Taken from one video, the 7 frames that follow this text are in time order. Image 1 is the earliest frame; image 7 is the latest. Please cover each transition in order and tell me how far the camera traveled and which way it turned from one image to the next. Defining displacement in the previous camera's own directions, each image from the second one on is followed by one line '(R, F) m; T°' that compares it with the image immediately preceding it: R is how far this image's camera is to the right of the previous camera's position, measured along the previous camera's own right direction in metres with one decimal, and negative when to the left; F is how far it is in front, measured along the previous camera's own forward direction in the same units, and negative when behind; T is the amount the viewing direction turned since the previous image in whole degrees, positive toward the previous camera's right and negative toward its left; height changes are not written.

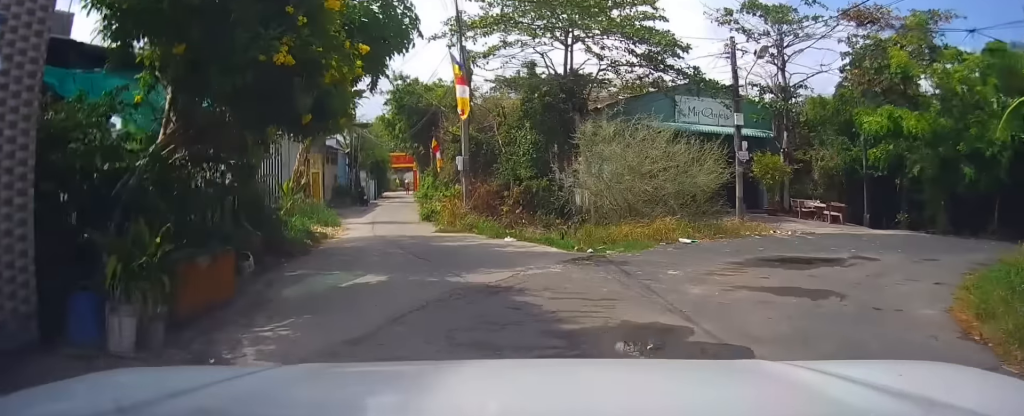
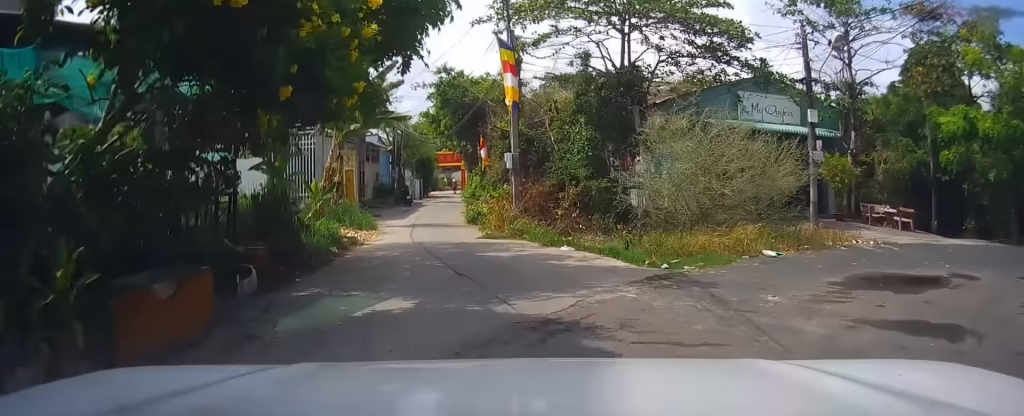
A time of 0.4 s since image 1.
(-0.4, +1.5) m; -8°
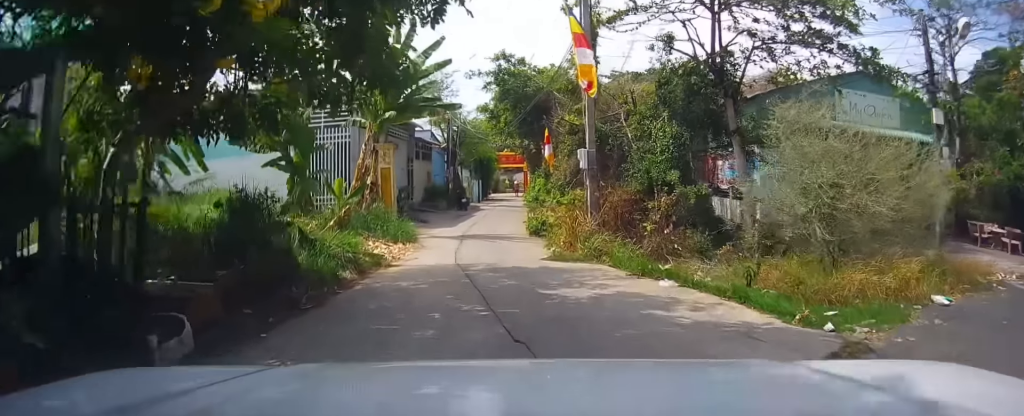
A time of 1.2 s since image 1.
(-0.4, +2.7) m; -12°
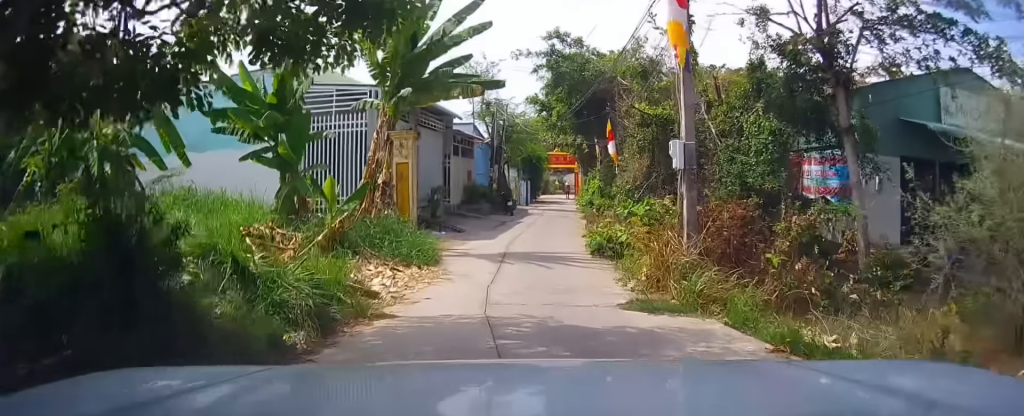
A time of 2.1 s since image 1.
(0.0, +3.6) m; -12°
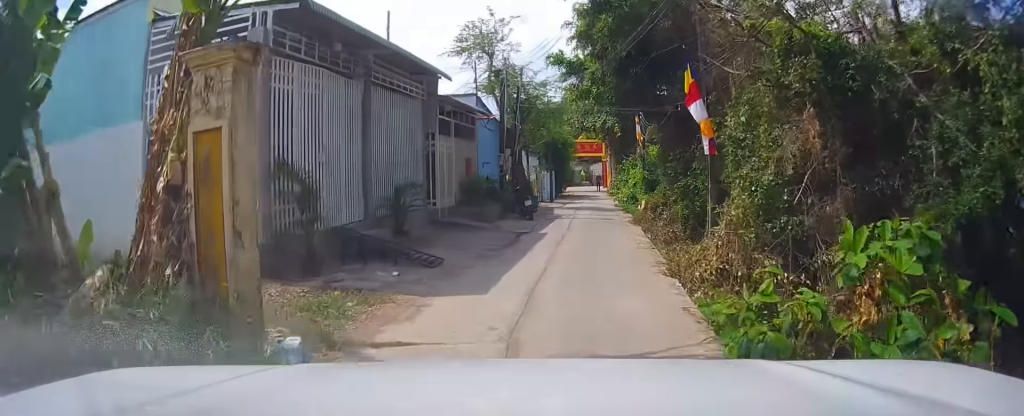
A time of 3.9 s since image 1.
(-1.6, +8.5) m; -5°
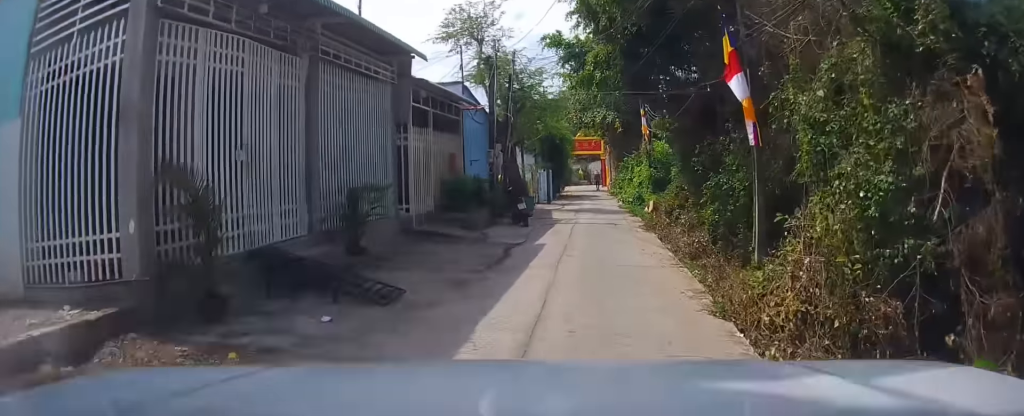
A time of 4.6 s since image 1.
(+0.3, +3.1) m; -1°
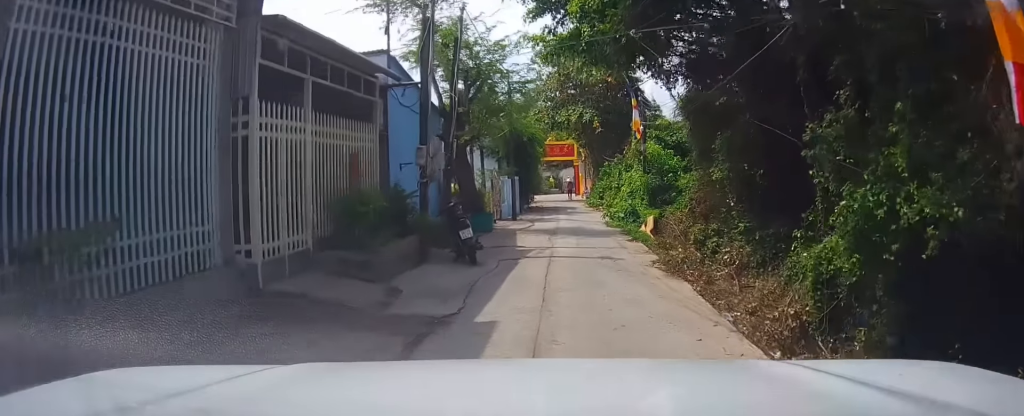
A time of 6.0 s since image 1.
(-0.5, +6.2) m; -7°
